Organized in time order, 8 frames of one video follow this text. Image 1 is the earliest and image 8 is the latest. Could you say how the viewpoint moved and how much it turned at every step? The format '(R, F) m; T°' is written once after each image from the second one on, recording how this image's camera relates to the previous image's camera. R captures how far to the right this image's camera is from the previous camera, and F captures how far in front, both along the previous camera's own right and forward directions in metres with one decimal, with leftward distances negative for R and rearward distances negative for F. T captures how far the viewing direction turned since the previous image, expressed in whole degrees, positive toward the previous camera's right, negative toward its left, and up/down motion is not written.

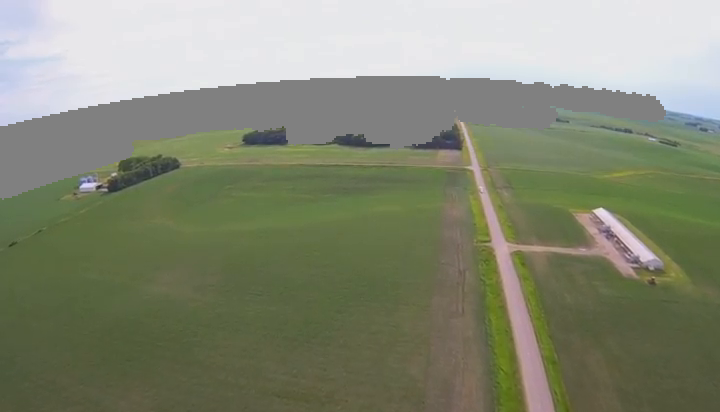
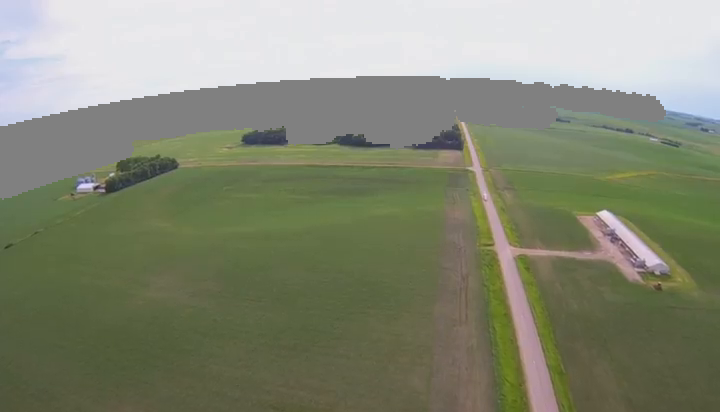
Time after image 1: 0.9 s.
(0.0, +6.0) m; 0°
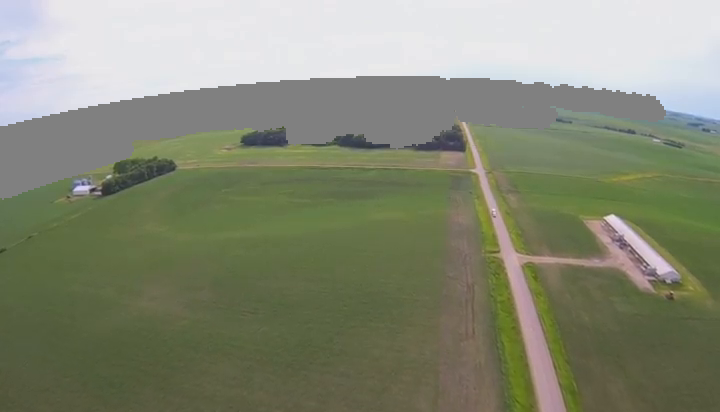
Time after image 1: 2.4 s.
(+0.1, +10.1) m; +2°
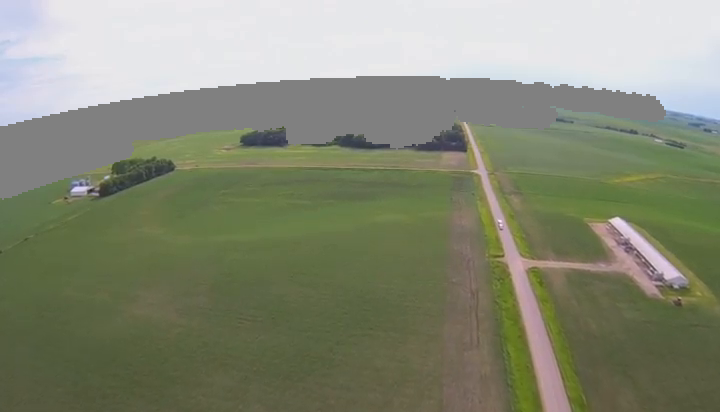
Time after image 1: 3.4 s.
(+0.1, +6.4) m; +1°
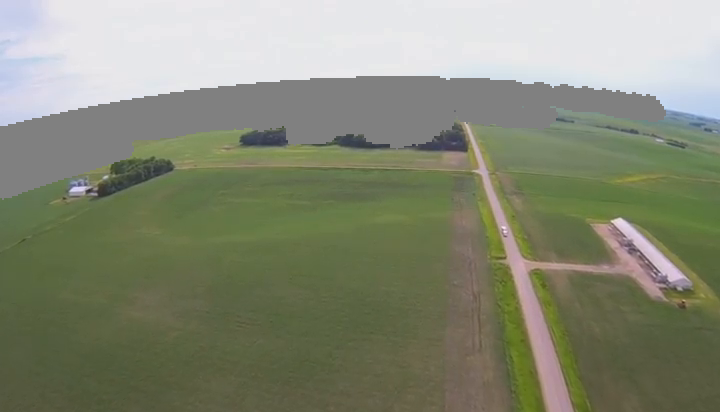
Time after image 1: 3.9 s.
(0.0, +3.3) m; 0°
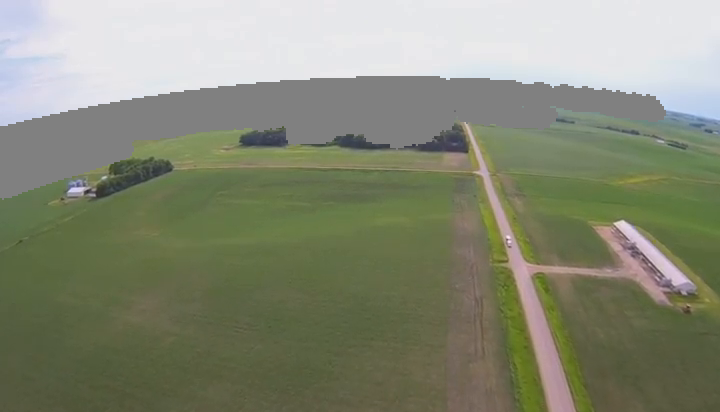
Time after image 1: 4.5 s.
(0.0, +3.5) m; 0°
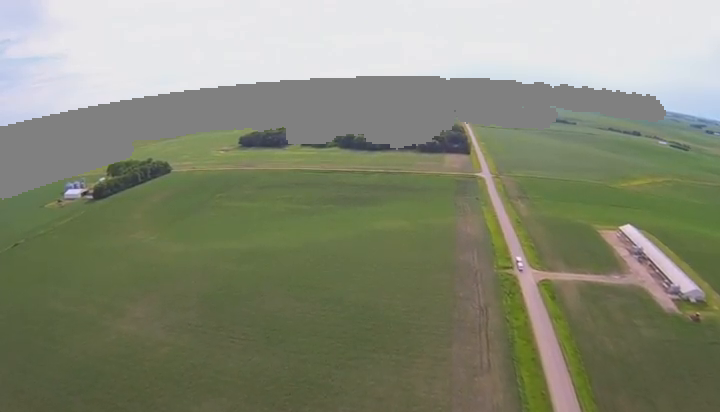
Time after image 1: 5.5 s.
(0.0, +7.0) m; 0°
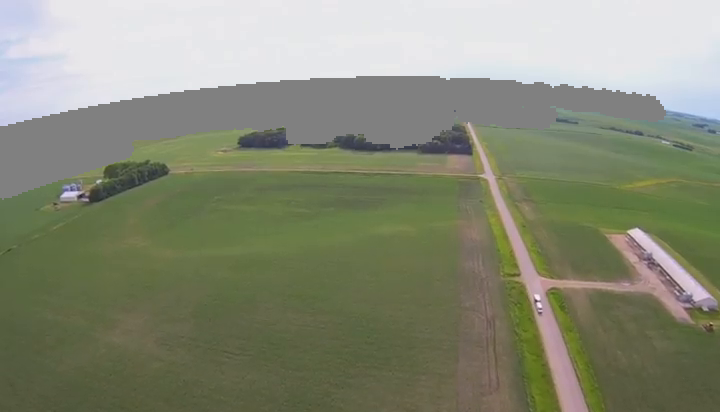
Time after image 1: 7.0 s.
(0.0, +9.5) m; 0°
